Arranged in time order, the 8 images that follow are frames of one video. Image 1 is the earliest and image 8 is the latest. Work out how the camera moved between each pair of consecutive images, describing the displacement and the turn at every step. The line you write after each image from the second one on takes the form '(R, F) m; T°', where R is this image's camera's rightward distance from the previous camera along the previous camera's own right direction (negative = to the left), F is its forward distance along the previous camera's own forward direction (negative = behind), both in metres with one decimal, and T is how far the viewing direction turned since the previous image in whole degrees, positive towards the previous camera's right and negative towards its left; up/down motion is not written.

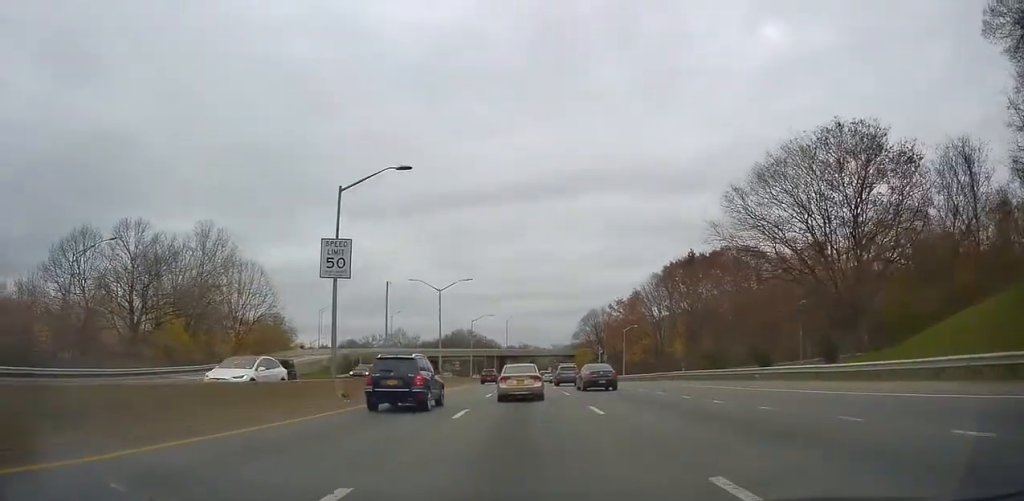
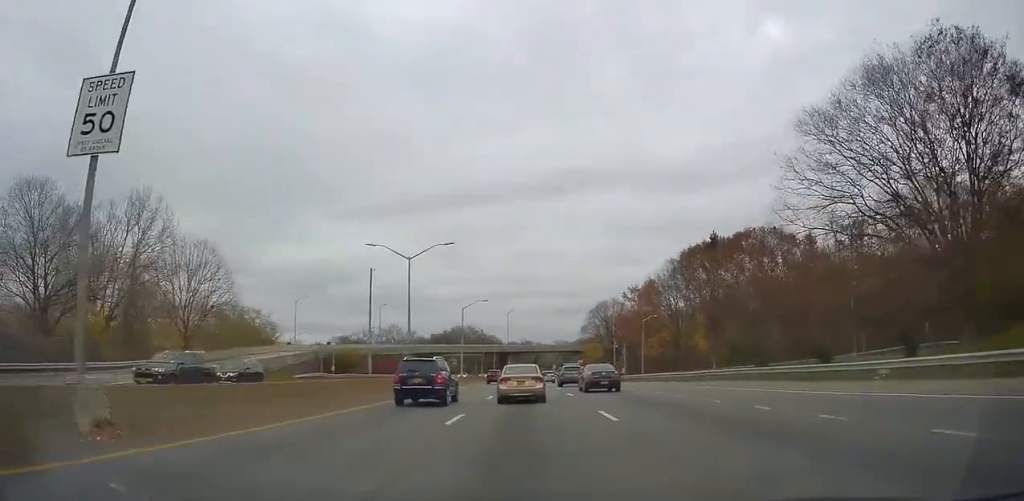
(-0.1, +14.2) m; -1°
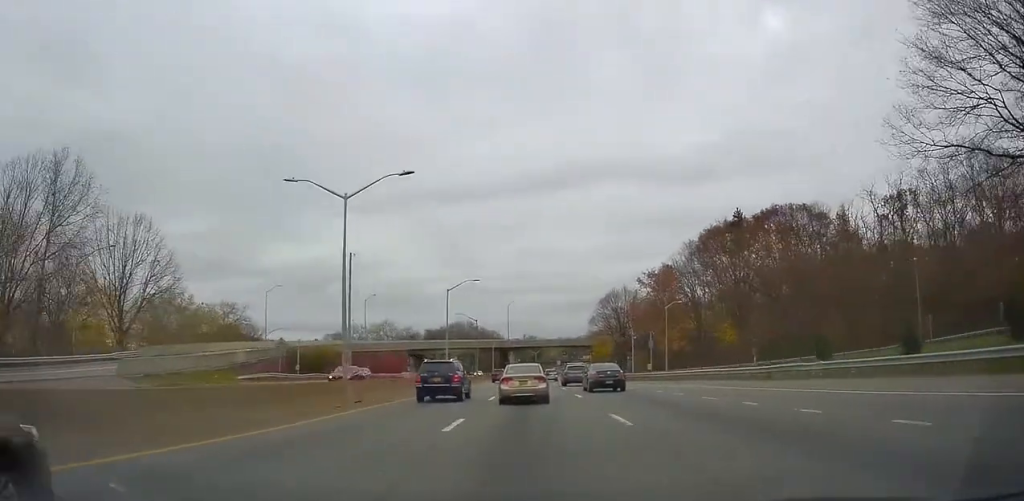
(0.0, +13.3) m; -1°
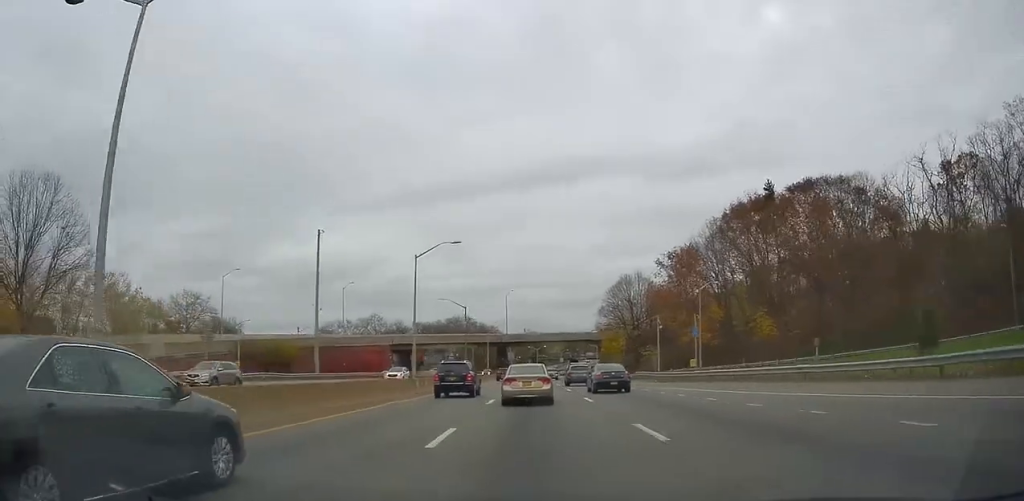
(-0.3, +14.5) m; -1°
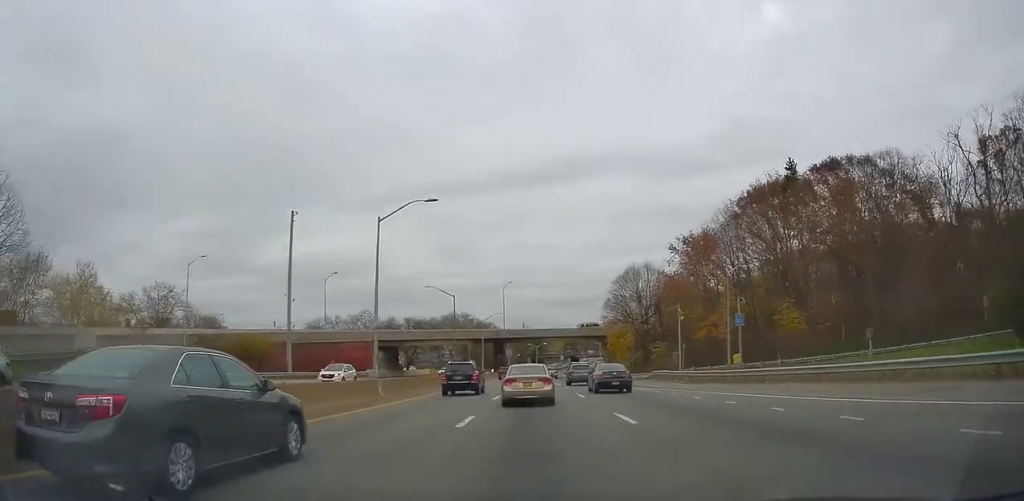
(0.0, +8.8) m; -1°
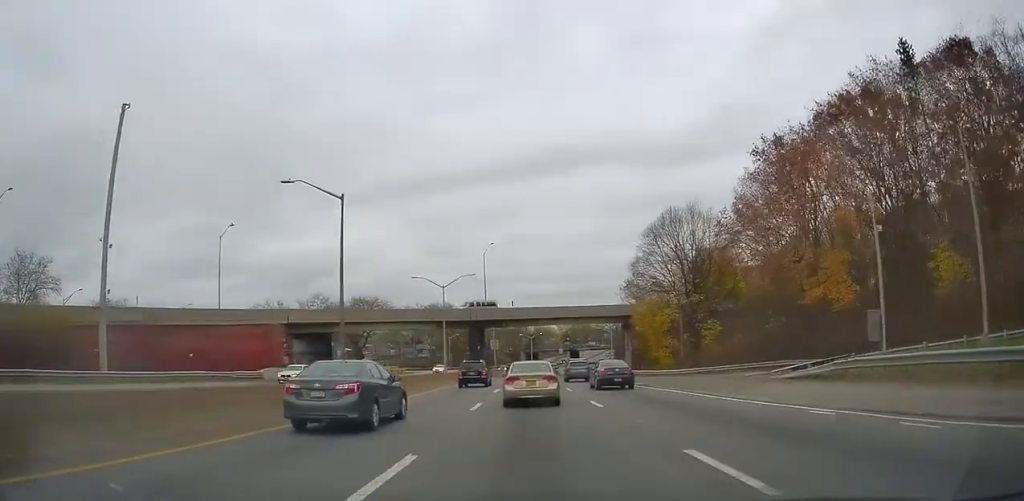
(-0.1, +31.5) m; 0°
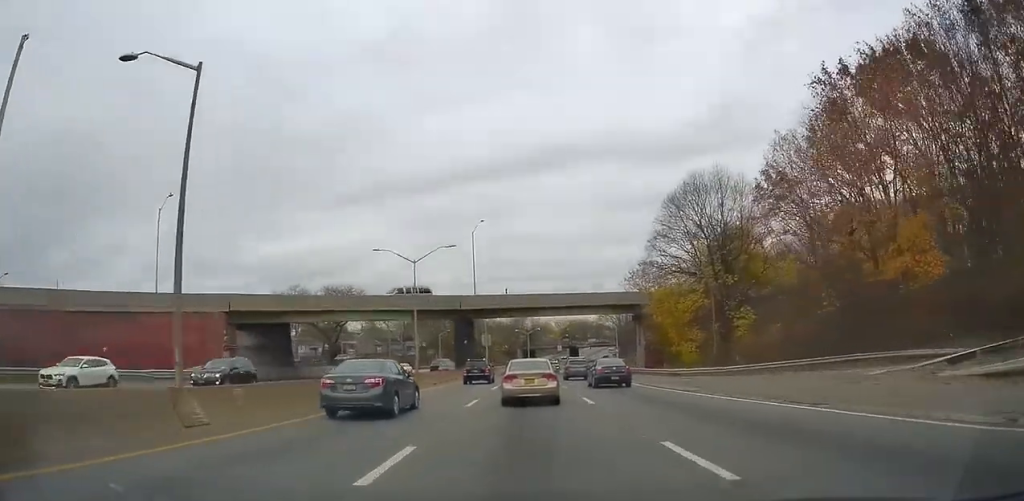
(+0.1, +11.4) m; 0°
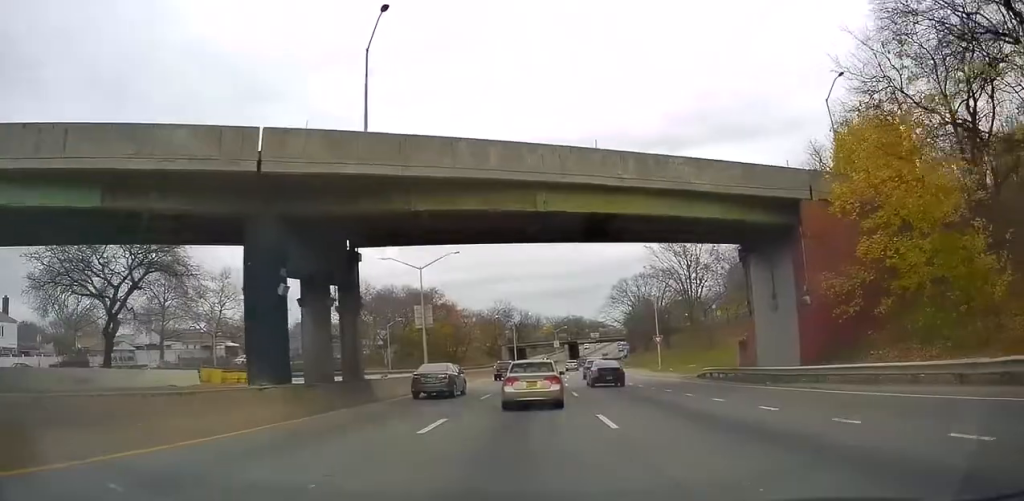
(+1.3, +42.6) m; +3°
